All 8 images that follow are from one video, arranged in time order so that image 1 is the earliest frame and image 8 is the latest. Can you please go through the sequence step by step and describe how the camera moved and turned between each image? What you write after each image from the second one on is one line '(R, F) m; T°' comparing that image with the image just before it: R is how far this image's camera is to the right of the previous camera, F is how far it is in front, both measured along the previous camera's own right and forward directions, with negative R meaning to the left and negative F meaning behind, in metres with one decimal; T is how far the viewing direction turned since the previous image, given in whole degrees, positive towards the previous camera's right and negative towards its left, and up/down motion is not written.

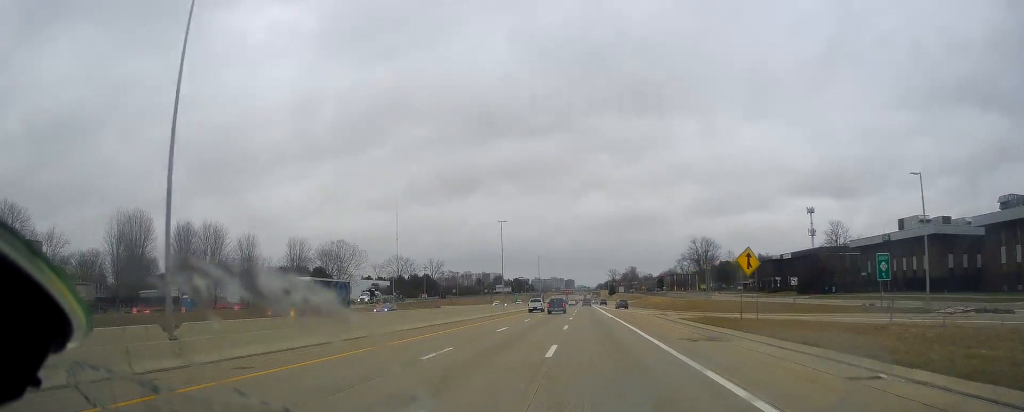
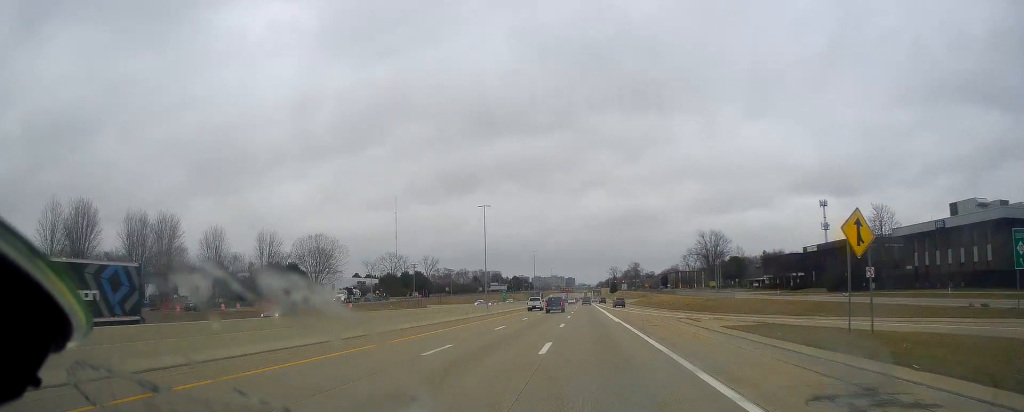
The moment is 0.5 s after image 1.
(-0.1, +14.4) m; +1°
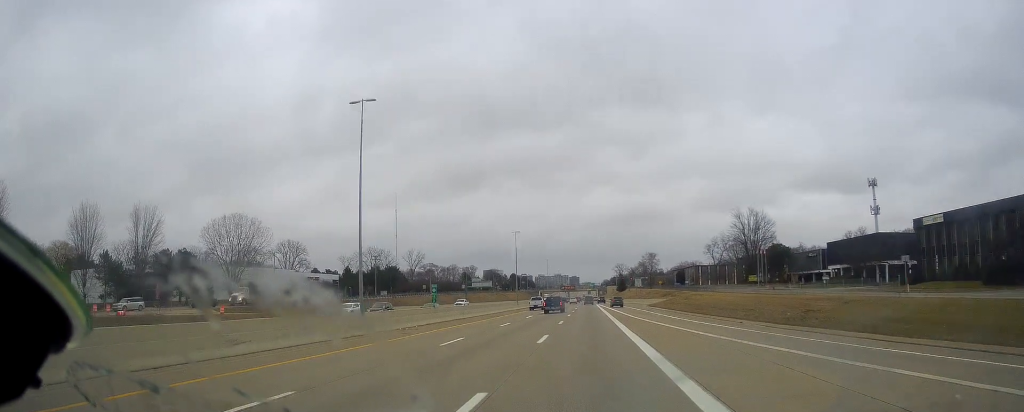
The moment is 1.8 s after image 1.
(+0.5, +41.6) m; 0°
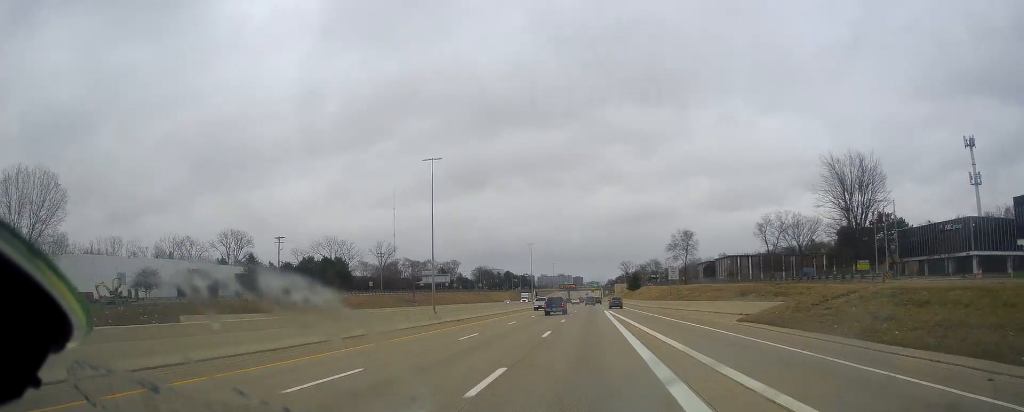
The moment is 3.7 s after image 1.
(-1.1, +57.3) m; -1°
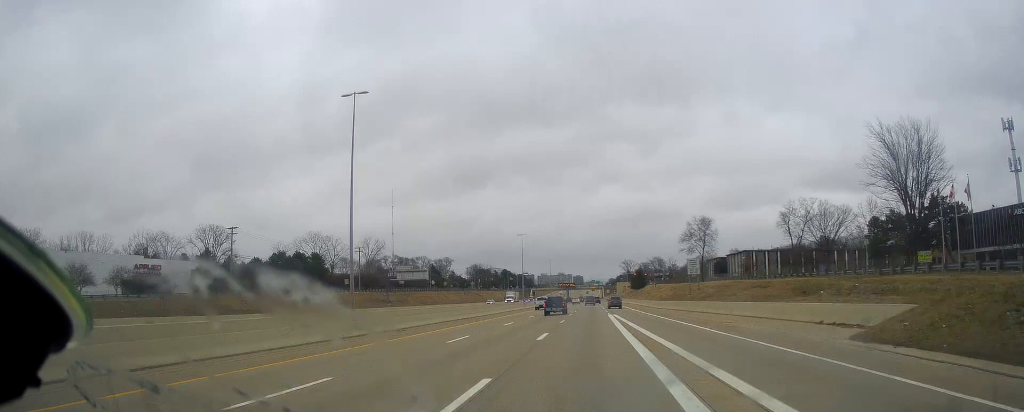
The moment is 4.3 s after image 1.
(+0.2, +17.0) m; 0°
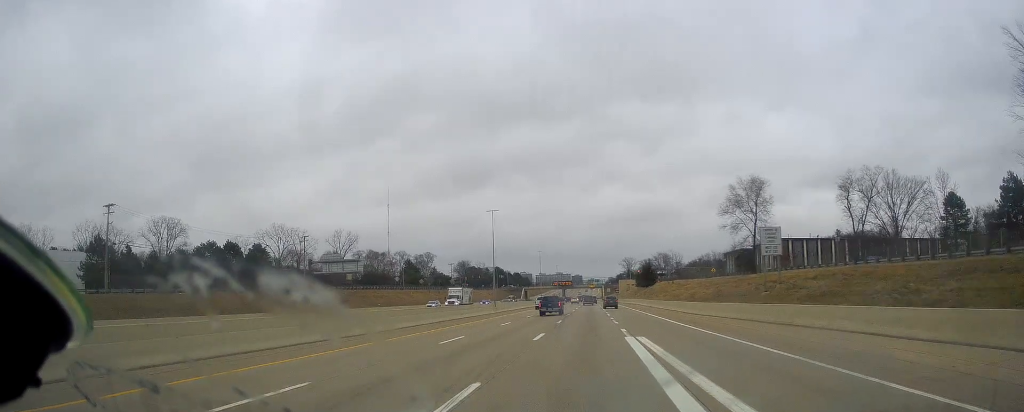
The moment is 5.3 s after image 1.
(-0.3, +31.0) m; 0°
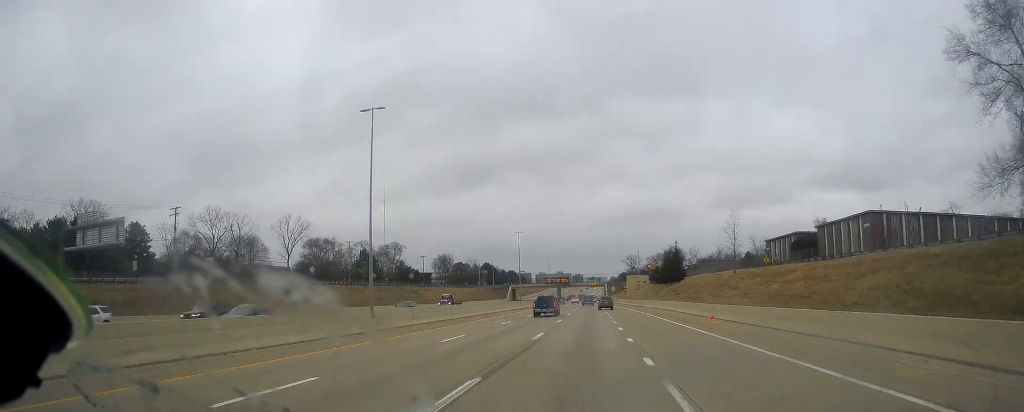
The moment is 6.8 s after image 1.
(+0.3, +45.0) m; 0°
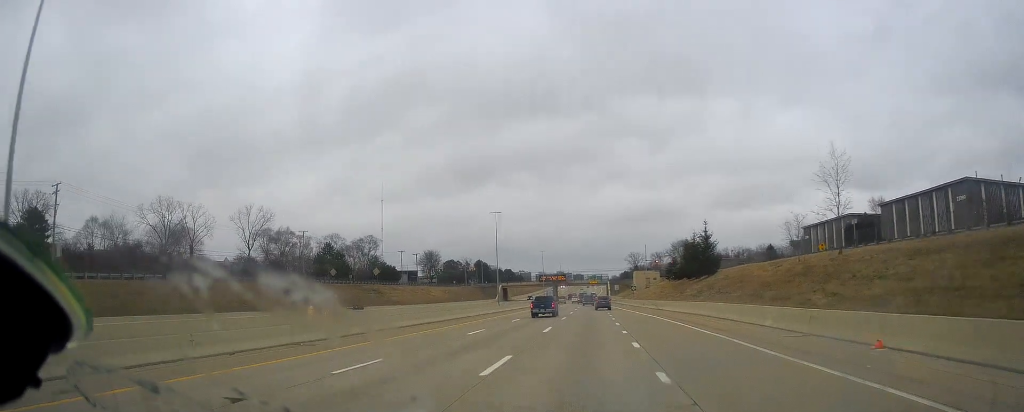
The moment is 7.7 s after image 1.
(-0.4, +25.9) m; 0°
